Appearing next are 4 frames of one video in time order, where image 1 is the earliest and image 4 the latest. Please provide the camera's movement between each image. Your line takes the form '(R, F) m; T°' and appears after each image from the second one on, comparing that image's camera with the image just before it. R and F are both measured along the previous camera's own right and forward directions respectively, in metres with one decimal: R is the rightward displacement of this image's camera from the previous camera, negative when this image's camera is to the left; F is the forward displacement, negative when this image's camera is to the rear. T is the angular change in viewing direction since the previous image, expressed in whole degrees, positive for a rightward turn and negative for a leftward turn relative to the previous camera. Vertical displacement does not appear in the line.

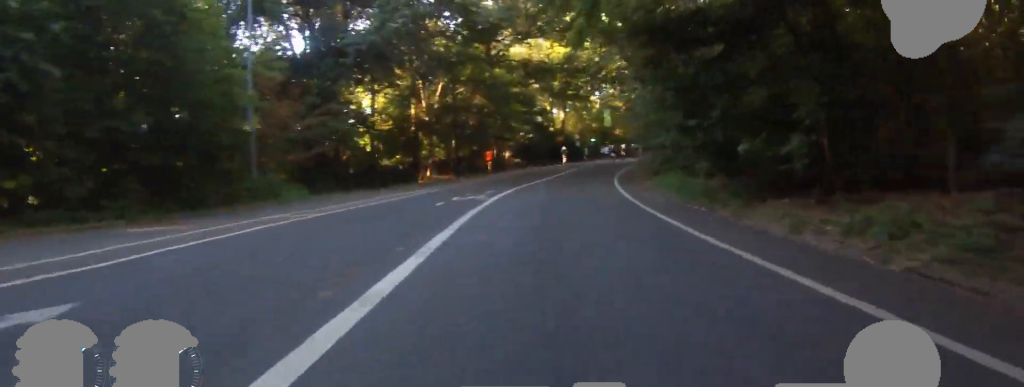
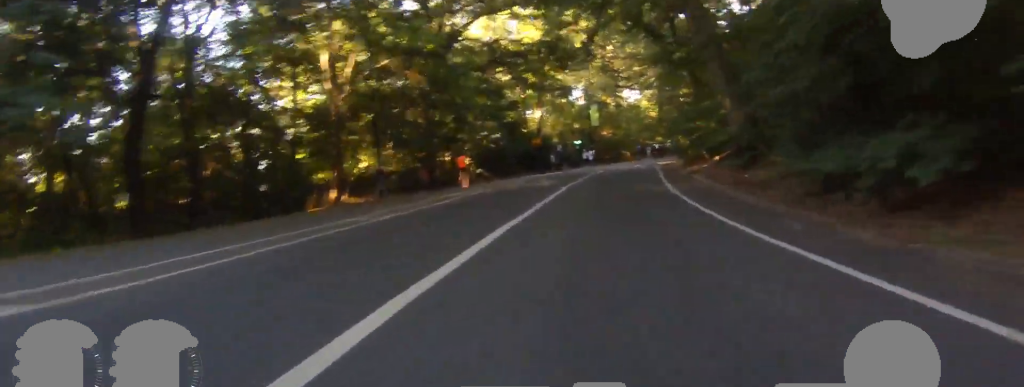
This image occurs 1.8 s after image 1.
(+1.8, +16.7) m; +6°
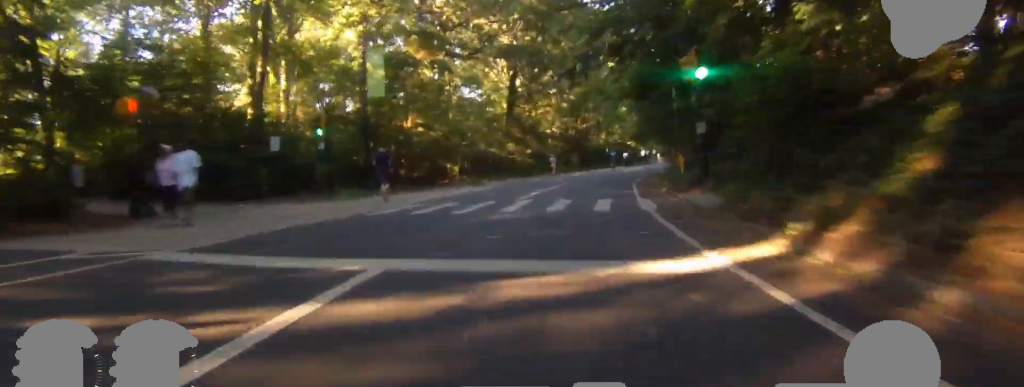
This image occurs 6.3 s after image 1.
(+4.6, +41.5) m; +22°
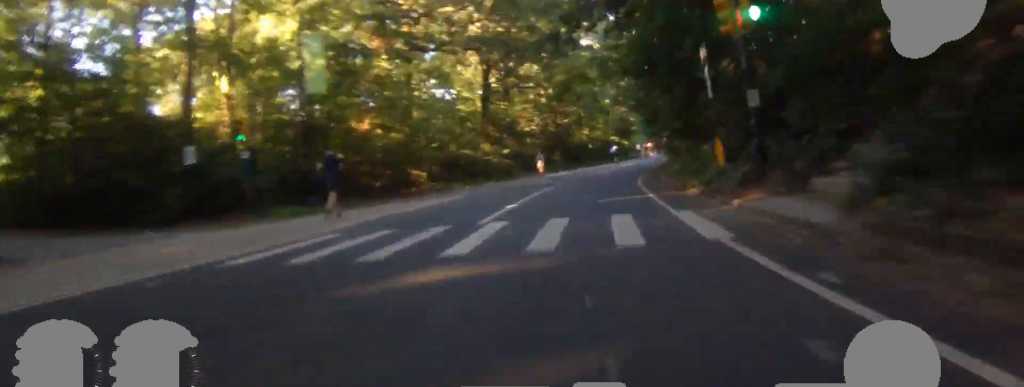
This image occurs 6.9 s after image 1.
(0.0, +5.5) m; 0°
